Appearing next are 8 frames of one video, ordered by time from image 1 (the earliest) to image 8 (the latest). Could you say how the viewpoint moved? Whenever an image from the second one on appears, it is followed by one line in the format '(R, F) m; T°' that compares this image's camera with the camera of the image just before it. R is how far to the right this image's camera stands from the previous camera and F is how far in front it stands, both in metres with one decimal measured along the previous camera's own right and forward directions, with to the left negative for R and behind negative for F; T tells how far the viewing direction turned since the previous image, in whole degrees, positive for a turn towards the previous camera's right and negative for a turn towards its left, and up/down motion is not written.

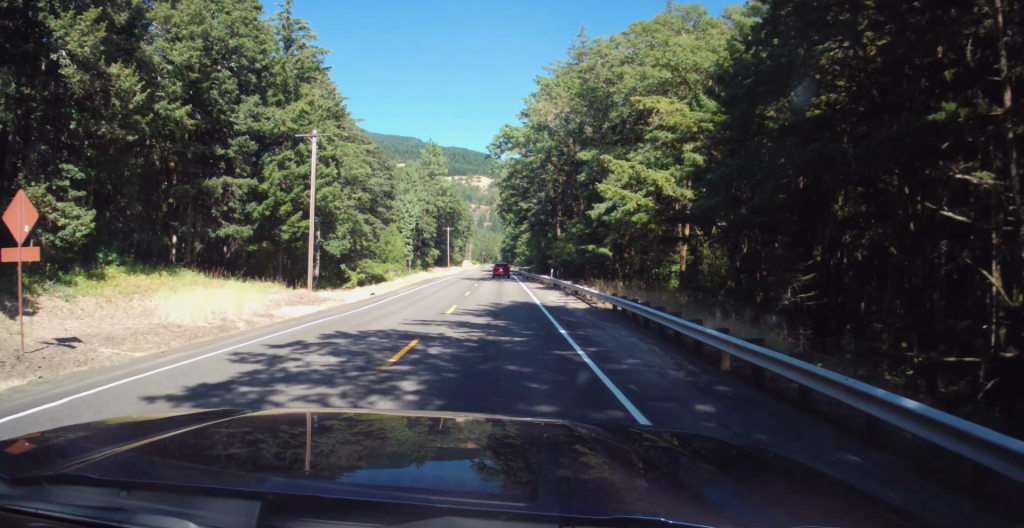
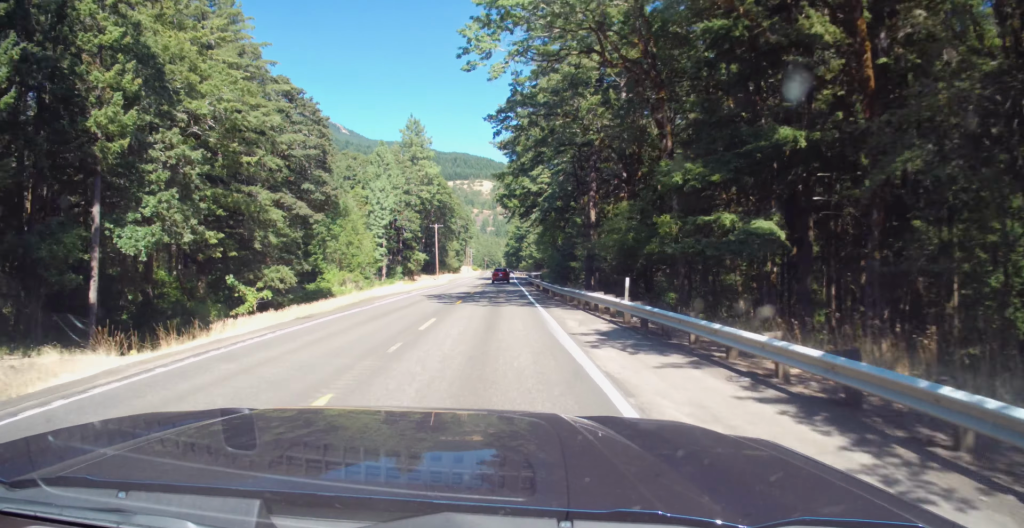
(0.0, +29.6) m; 0°
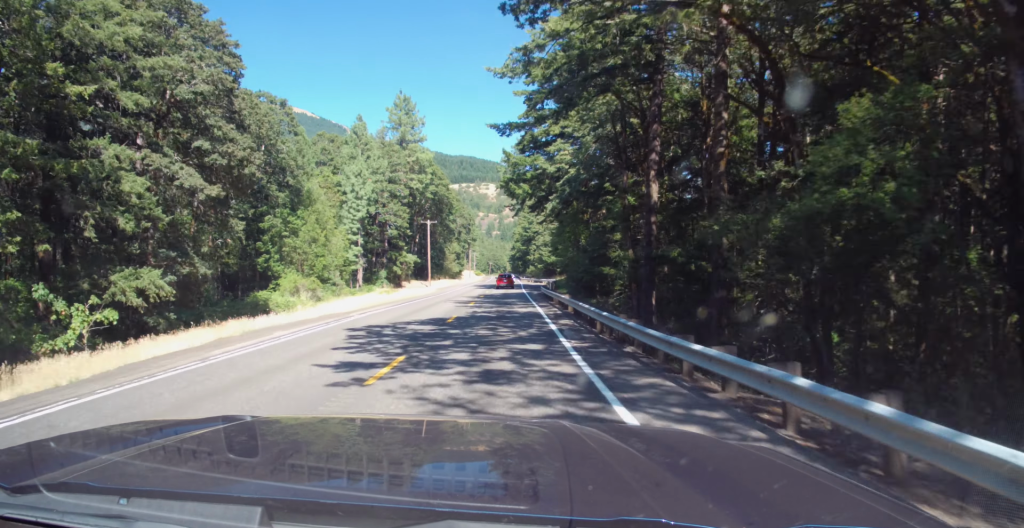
(0.0, +19.1) m; -1°
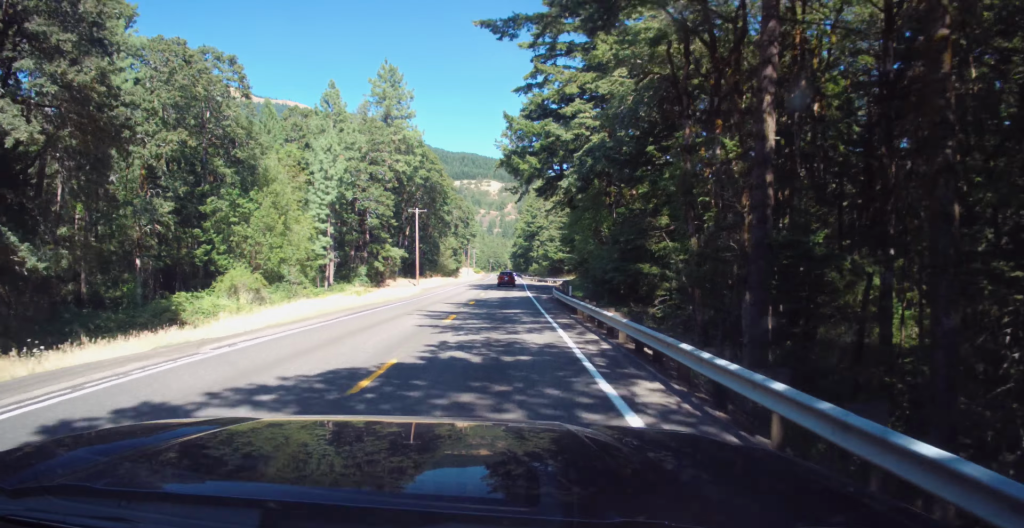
(0.0, +14.1) m; 0°
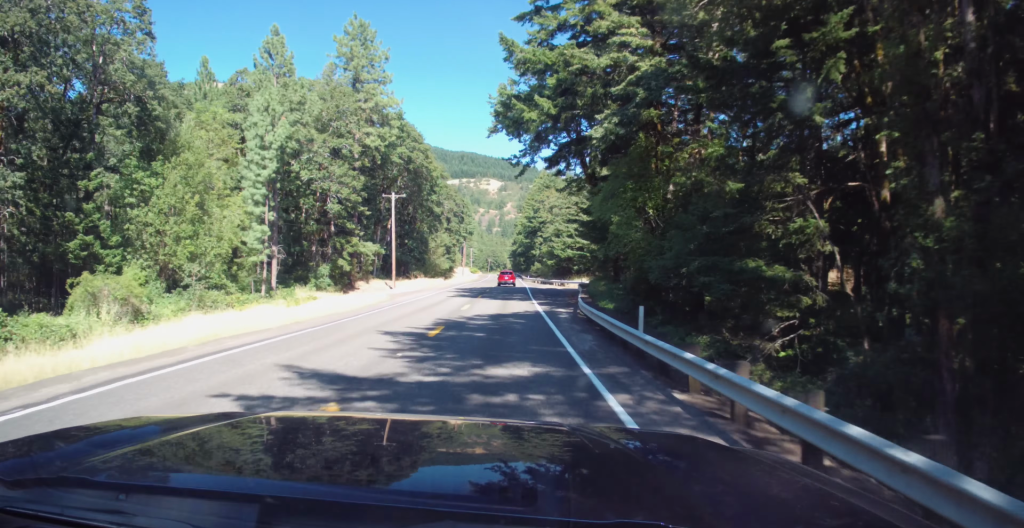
(-0.3, +16.3) m; 0°
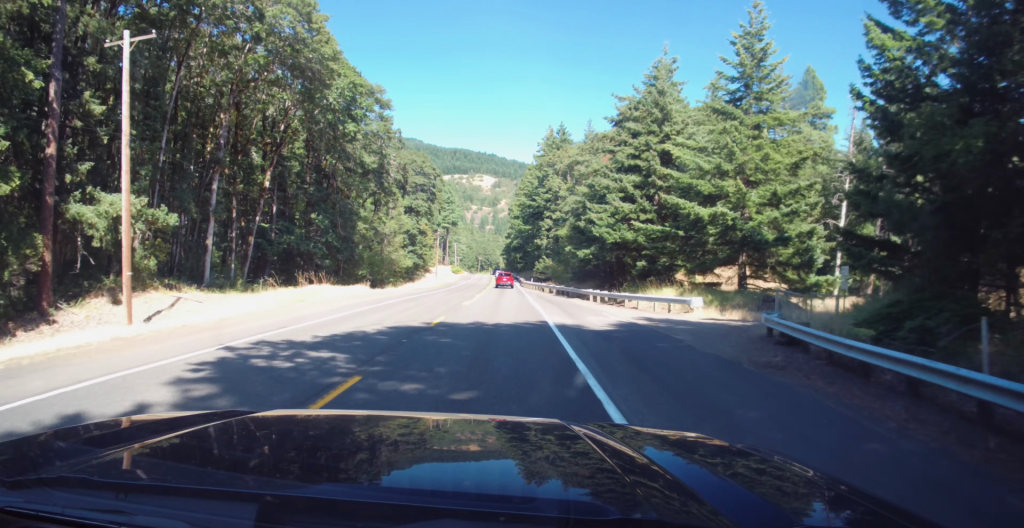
(+0.5, +47.0) m; 0°
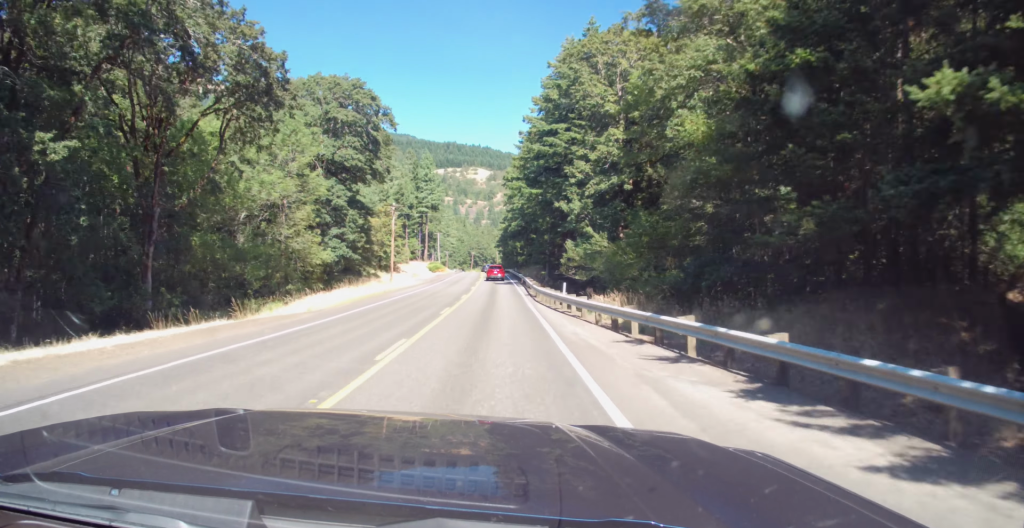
(-0.1, +43.4) m; 0°
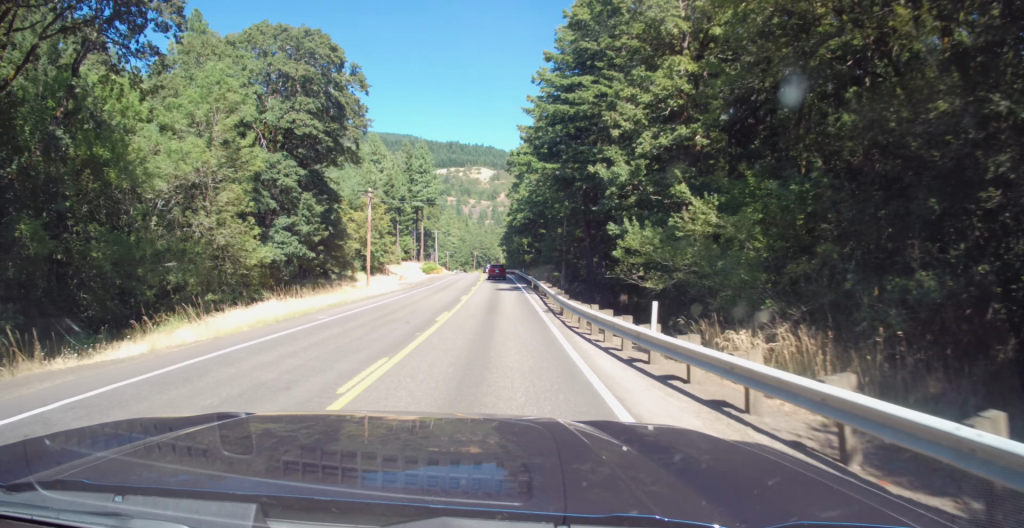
(0.0, +14.9) m; 0°
